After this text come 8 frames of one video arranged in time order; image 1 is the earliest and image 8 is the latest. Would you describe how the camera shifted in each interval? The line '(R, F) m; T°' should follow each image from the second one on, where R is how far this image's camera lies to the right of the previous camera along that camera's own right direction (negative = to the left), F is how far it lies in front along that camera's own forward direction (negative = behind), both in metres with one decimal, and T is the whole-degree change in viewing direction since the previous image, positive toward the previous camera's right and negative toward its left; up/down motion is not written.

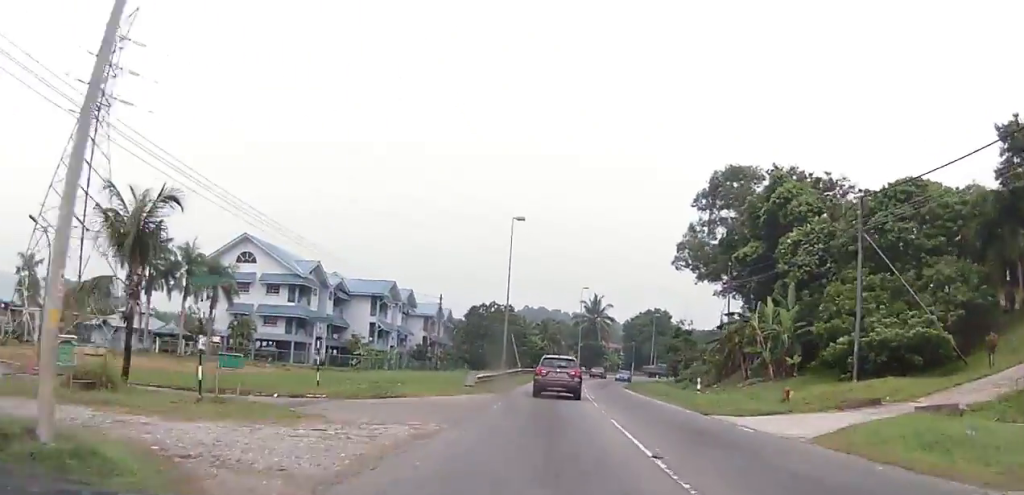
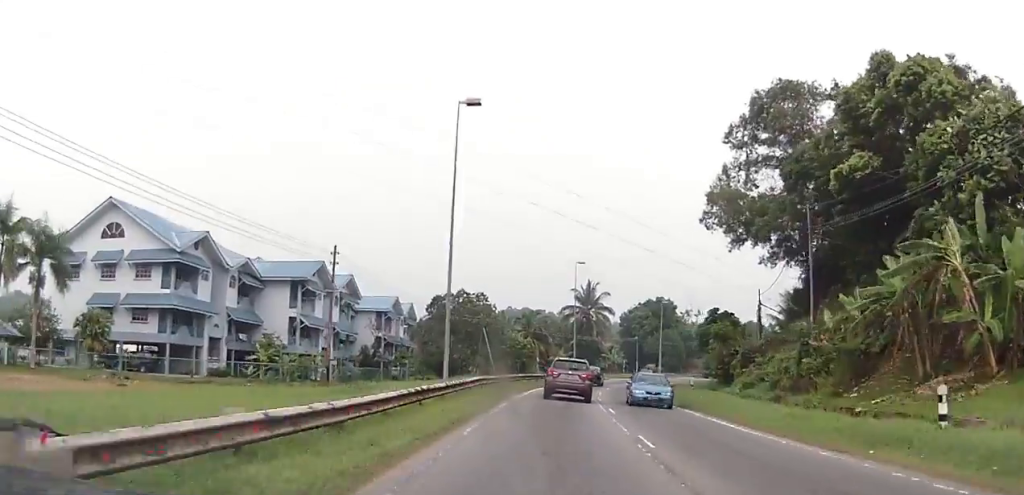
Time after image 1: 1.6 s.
(+0.5, +25.0) m; +3°
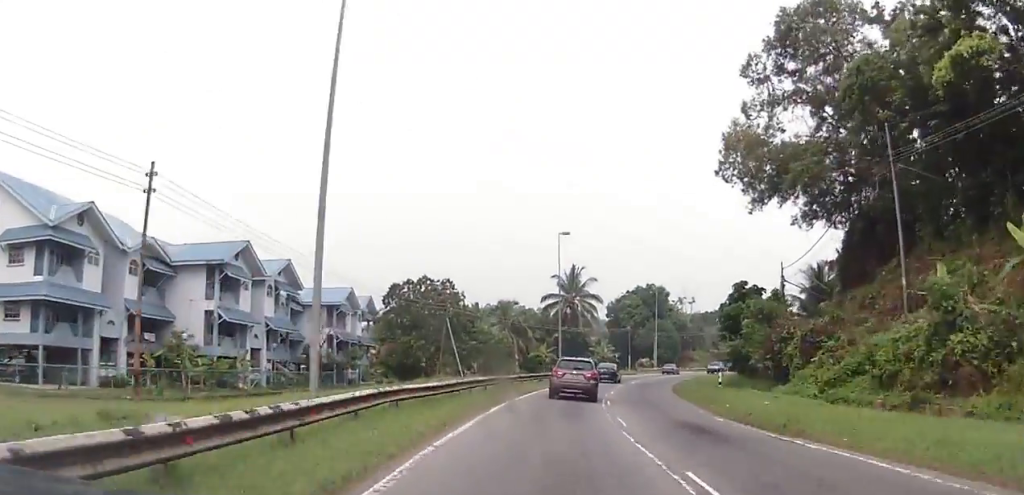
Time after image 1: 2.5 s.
(+0.6, +14.0) m; +2°
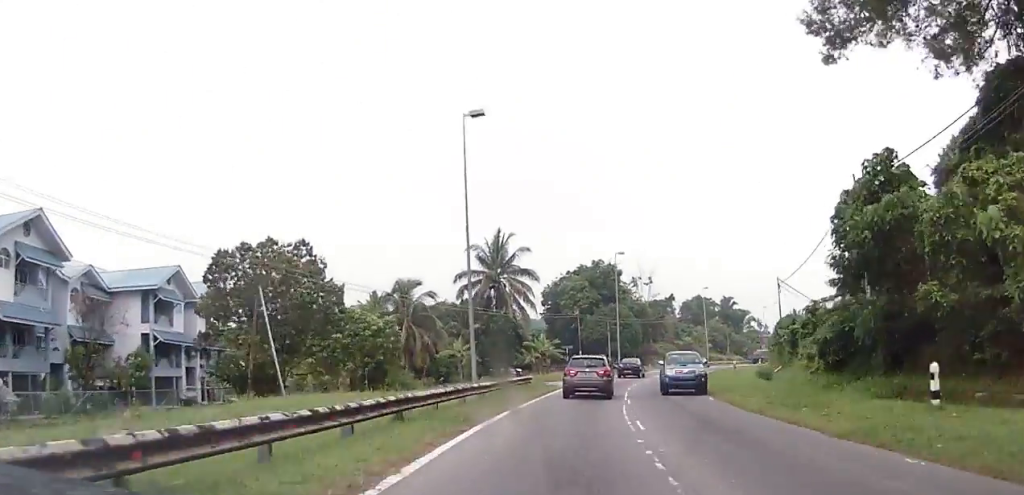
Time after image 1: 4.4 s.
(+0.9, +28.9) m; +3°
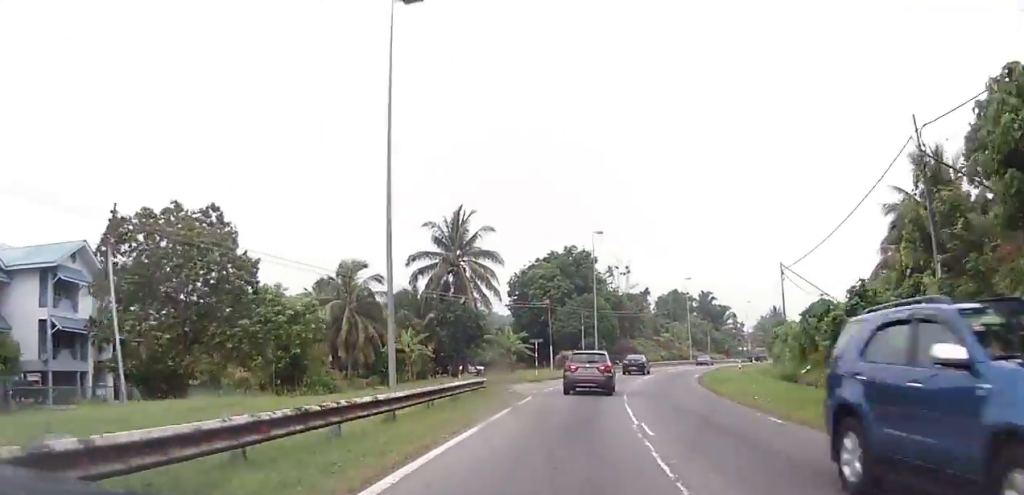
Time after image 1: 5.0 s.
(0.0, +10.1) m; +2°
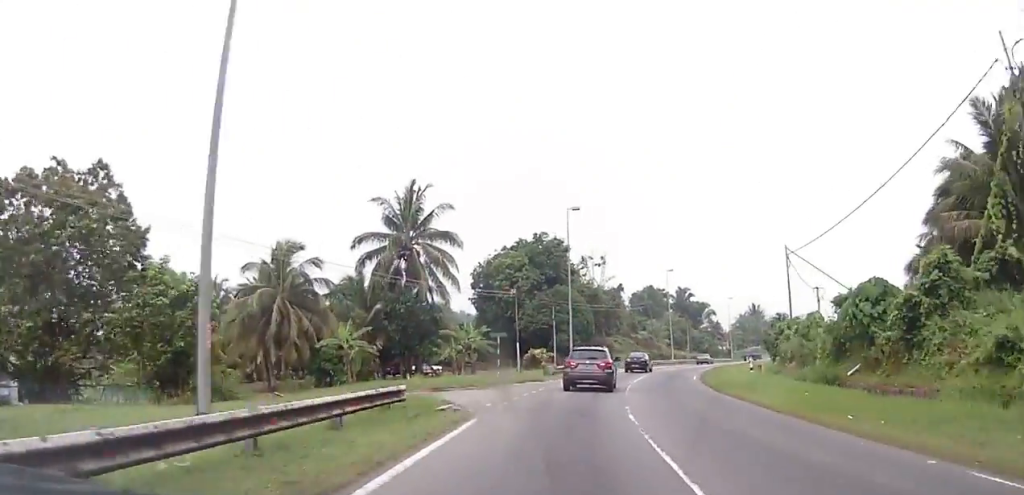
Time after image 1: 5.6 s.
(-0.3, +9.1) m; +2°
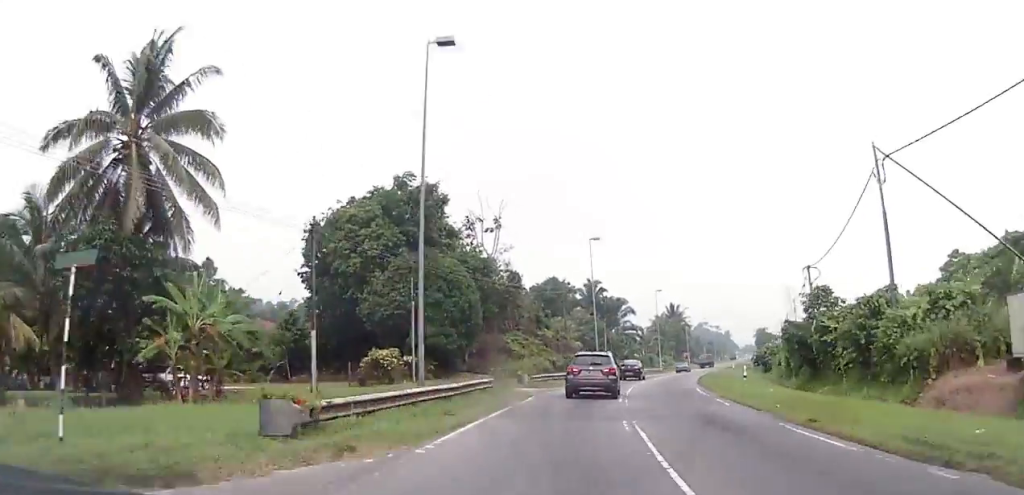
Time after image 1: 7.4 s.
(+3.5, +29.7) m; +13°
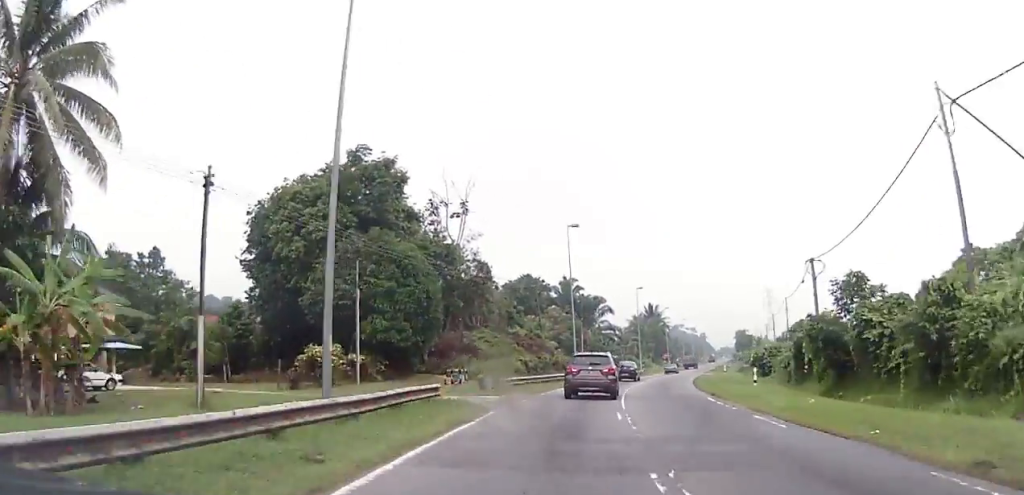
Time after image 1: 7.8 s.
(+0.2, +7.1) m; +2°
